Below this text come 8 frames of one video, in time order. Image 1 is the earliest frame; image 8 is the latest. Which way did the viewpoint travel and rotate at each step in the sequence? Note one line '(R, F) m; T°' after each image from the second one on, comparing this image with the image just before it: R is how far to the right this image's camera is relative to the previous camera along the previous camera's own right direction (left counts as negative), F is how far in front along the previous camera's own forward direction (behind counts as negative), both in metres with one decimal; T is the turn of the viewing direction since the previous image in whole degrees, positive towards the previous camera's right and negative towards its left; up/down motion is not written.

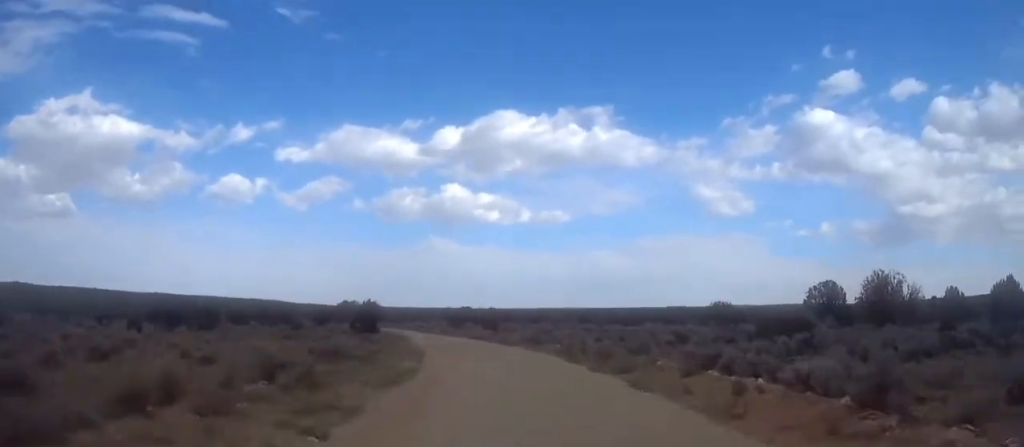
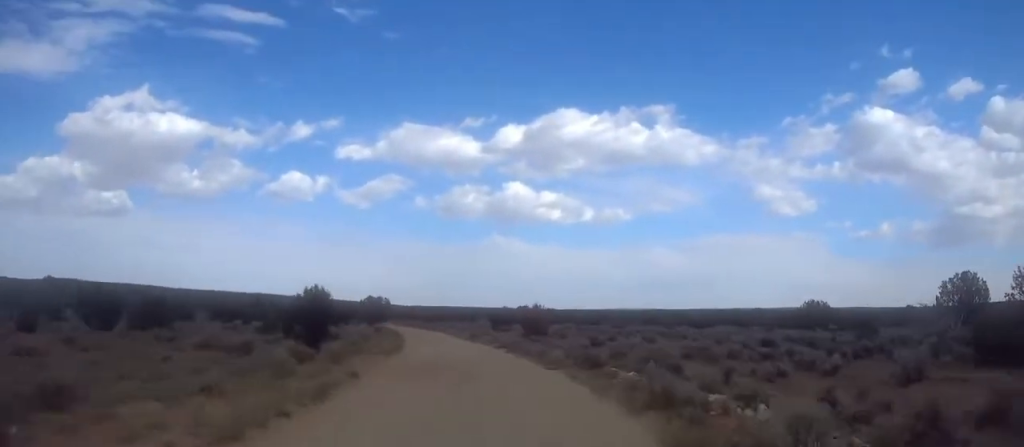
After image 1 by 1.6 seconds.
(+0.1, +18.6) m; -1°
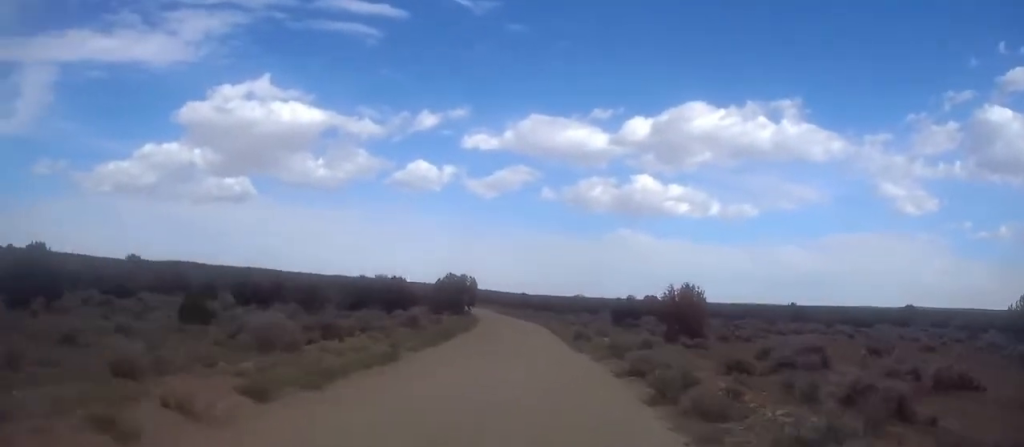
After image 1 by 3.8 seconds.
(-0.7, +26.0) m; -6°
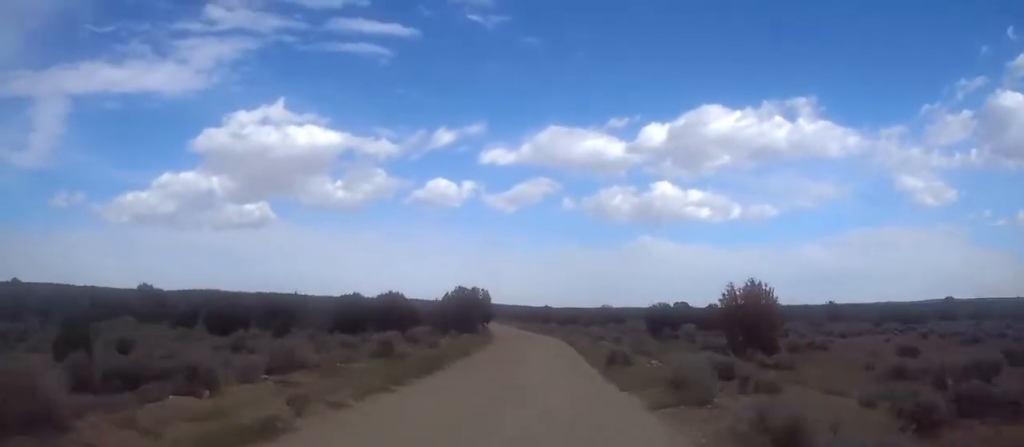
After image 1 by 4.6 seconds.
(+0.3, +9.5) m; -3°
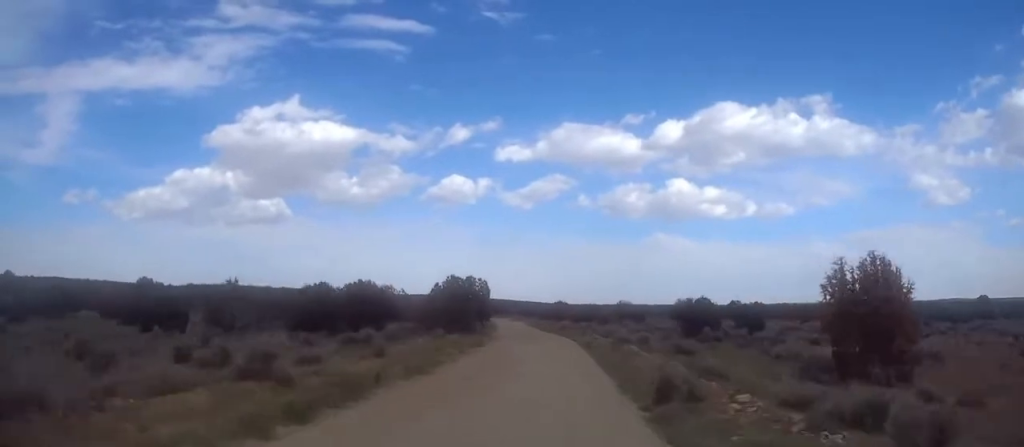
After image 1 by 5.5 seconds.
(-0.9, +11.3) m; -3°
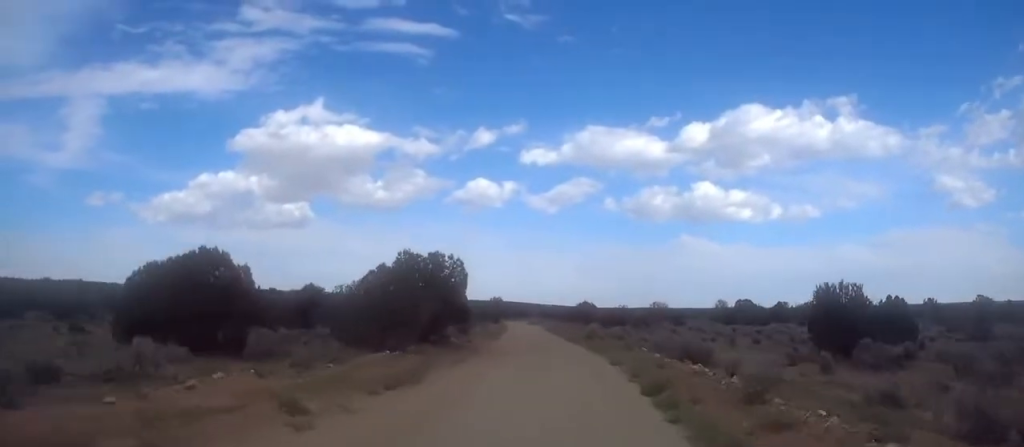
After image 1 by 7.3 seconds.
(-1.2, +21.9) m; -4°
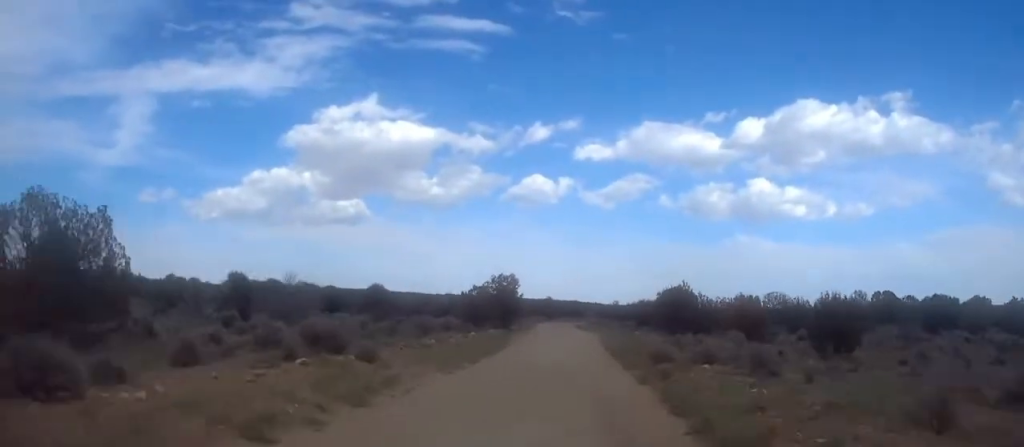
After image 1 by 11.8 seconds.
(-2.2, +54.9) m; -5°
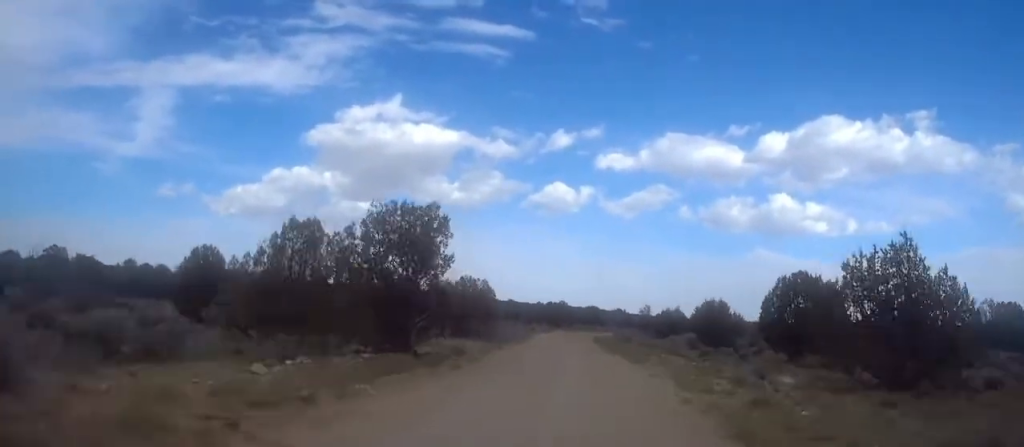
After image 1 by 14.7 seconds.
(-0.9, +34.9) m; -3°
